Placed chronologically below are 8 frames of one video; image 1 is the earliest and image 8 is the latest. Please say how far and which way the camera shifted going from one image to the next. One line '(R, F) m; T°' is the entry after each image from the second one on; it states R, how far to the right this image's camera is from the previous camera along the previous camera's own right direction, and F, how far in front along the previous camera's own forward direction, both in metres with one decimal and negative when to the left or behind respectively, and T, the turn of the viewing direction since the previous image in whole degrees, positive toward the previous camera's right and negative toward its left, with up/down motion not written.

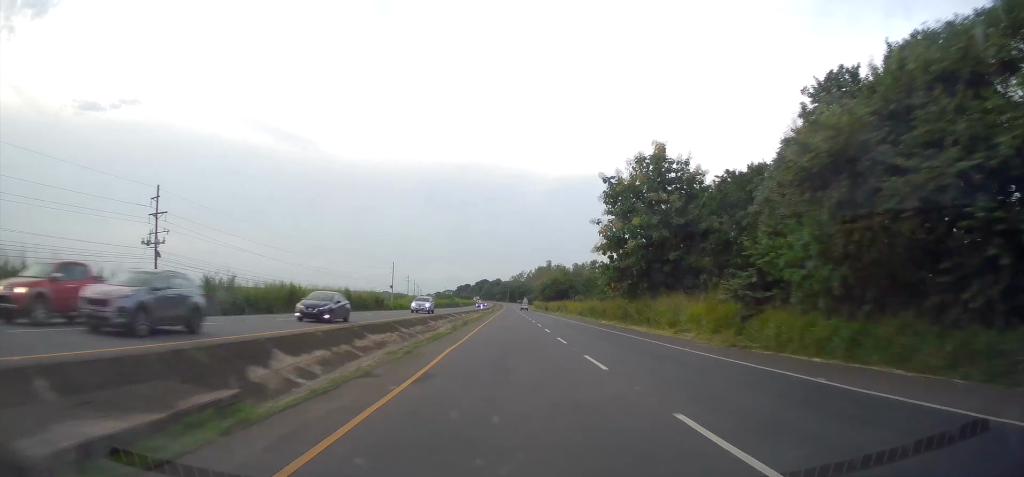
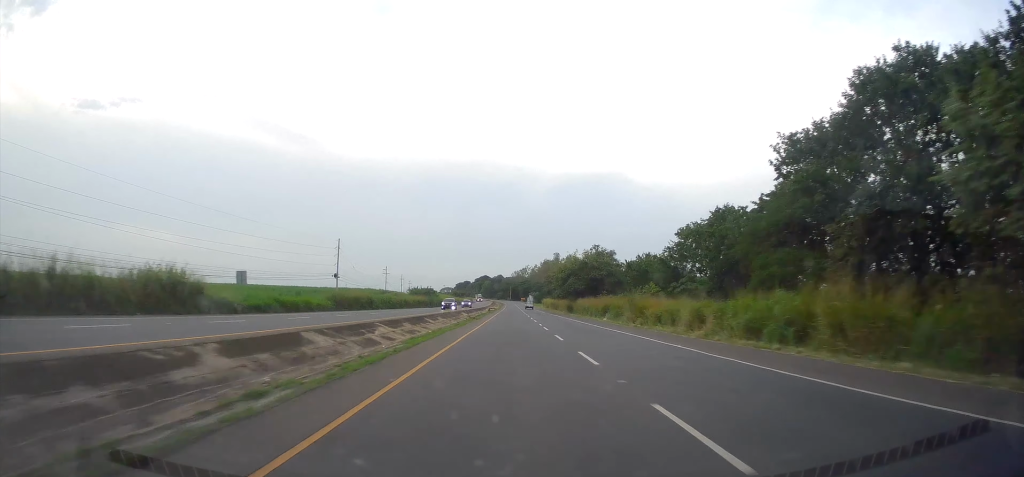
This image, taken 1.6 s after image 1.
(0.0, +48.6) m; 0°
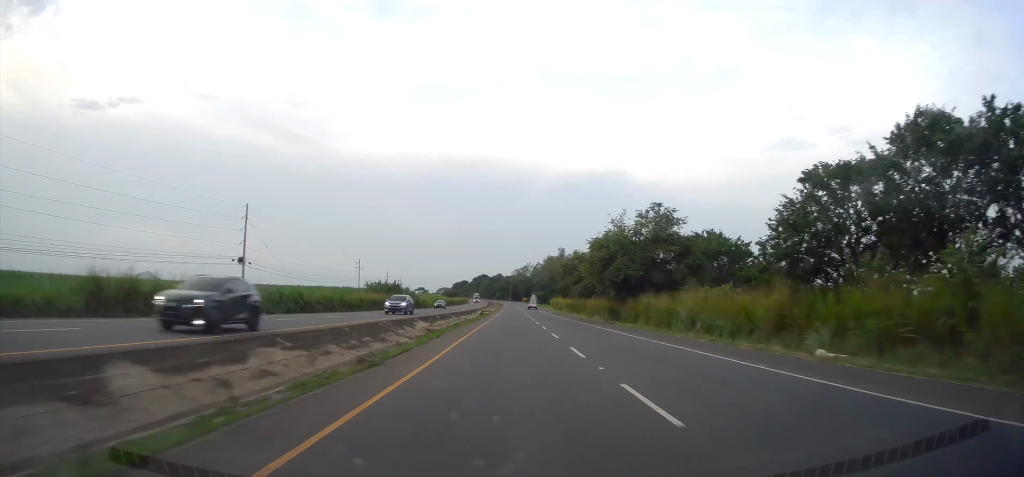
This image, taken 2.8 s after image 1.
(+0.1, +35.8) m; 0°
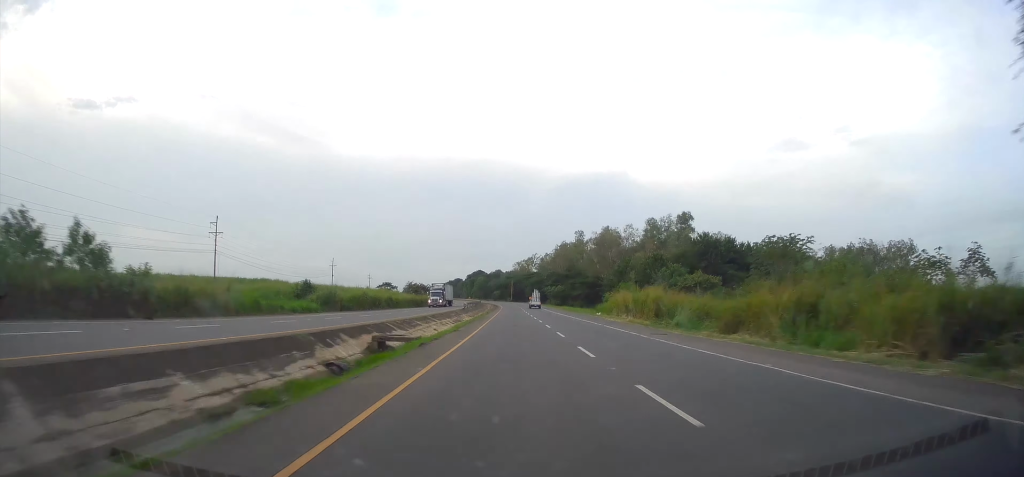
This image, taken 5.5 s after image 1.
(+0.4, +83.4) m; 0°
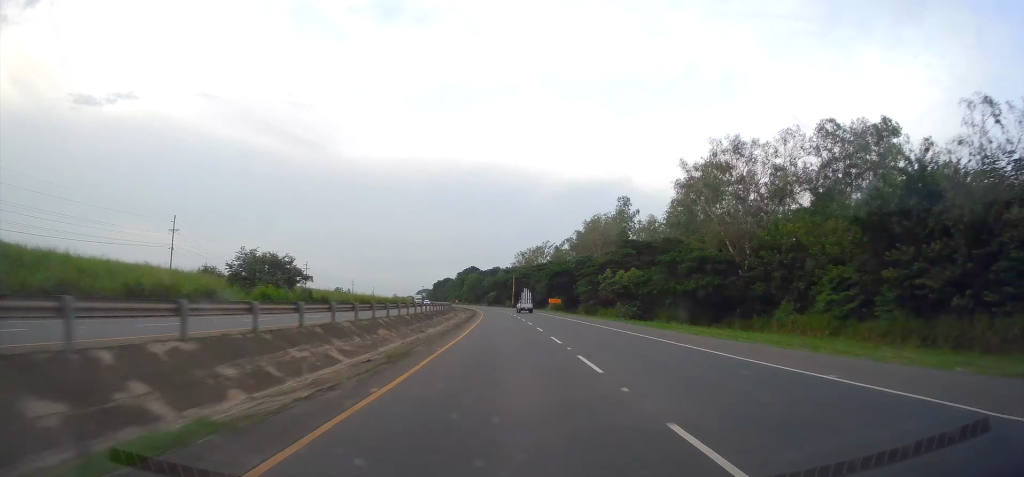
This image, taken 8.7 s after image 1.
(-1.0, +93.7) m; -1°
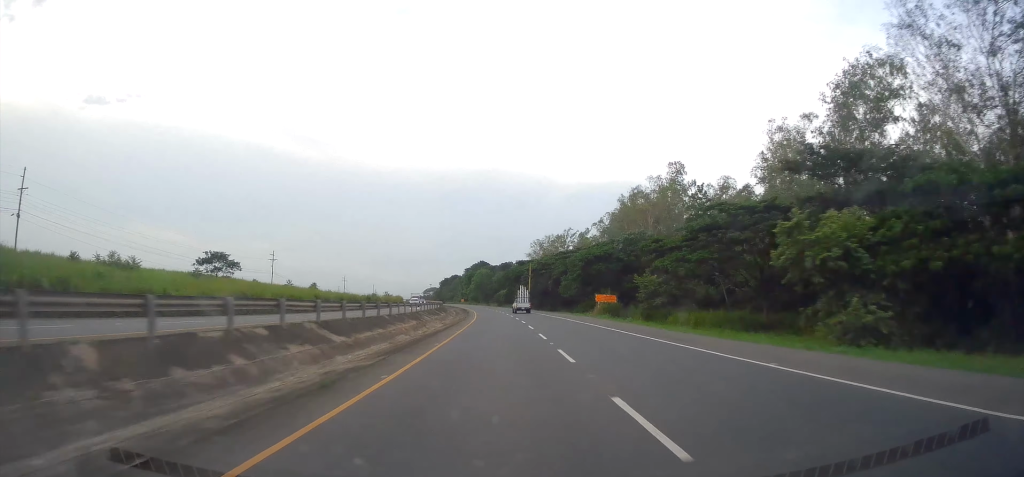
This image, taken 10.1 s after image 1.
(-0.1, +40.5) m; -1°
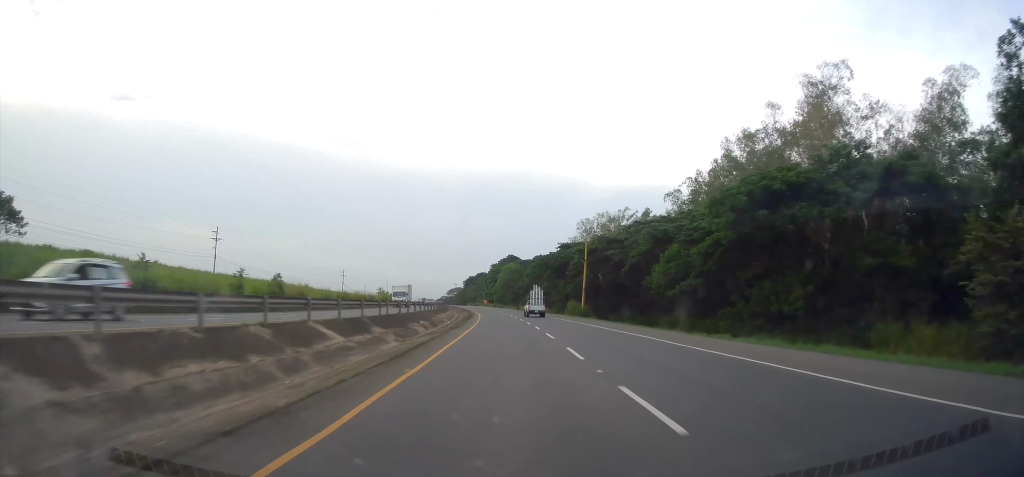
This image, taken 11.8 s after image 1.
(-0.5, +49.2) m; -2°
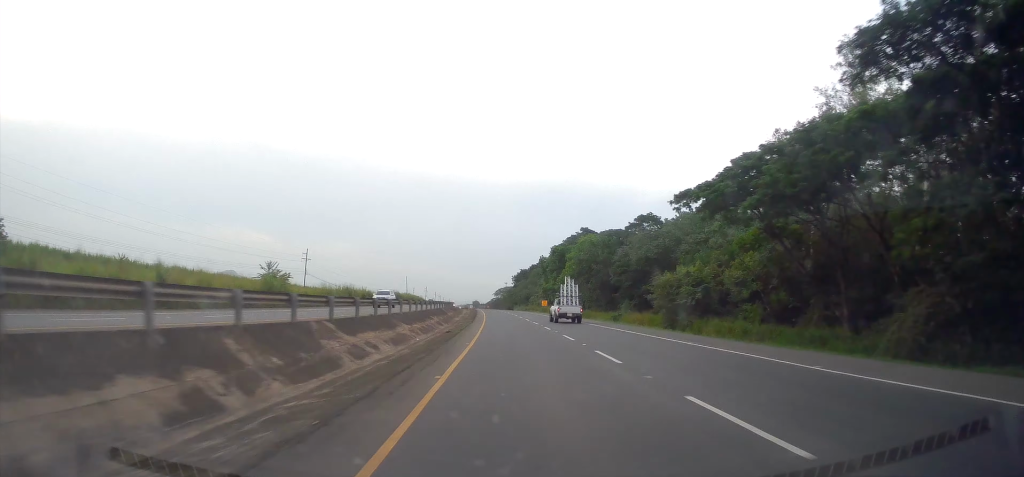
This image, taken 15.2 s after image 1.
(-4.5, +91.5) m; -6°
